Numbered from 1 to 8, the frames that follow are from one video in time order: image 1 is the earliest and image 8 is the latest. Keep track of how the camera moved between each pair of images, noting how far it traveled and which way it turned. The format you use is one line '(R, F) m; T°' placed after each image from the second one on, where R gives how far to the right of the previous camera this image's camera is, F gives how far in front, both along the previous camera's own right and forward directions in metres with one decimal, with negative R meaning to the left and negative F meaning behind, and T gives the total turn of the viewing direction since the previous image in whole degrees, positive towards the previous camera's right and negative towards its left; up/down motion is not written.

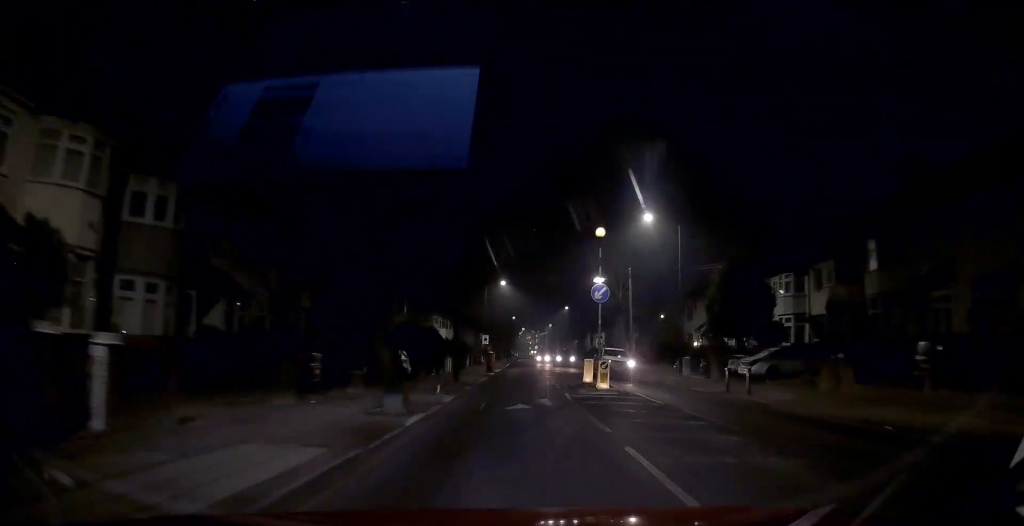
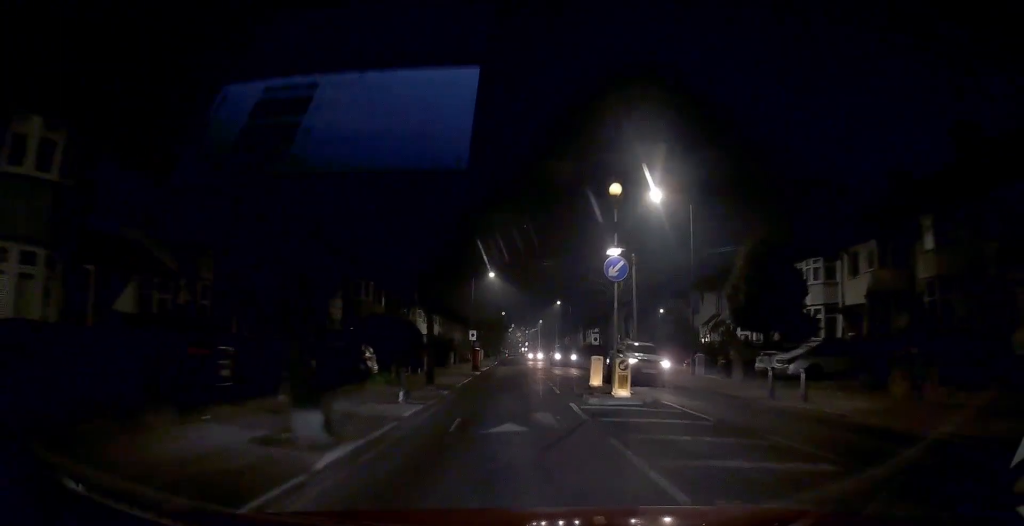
(0.0, +5.2) m; +1°
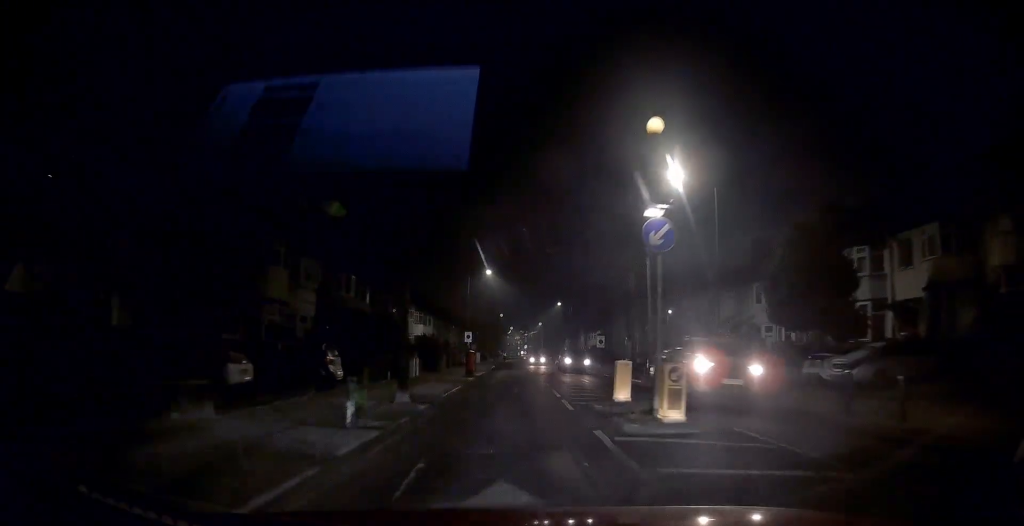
(+0.1, +4.7) m; +1°
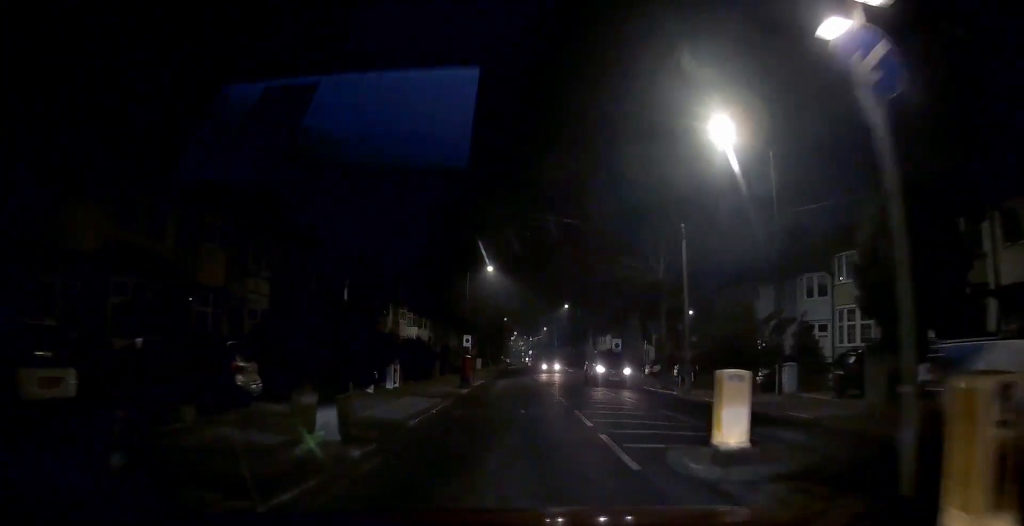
(+0.1, +6.9) m; 0°
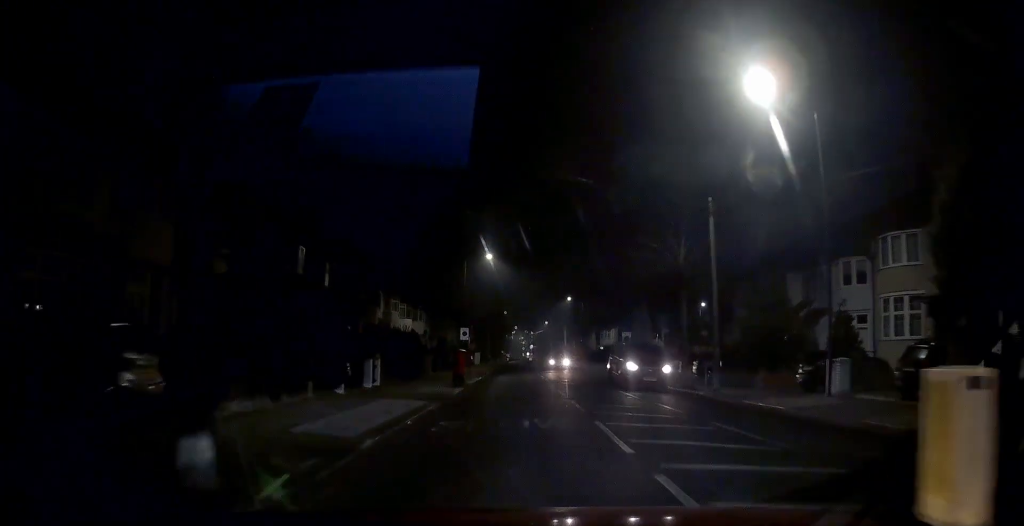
(0.0, +4.0) m; -1°
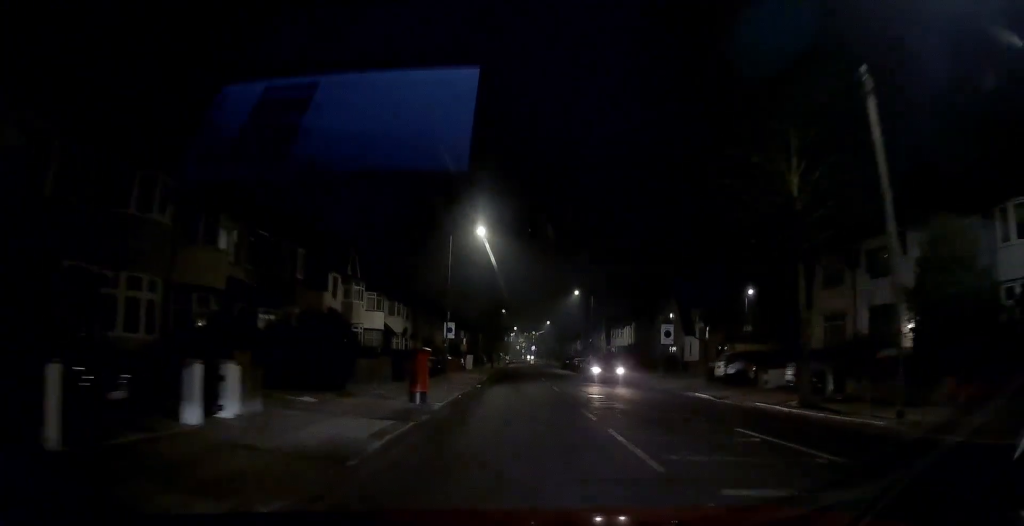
(-0.2, +12.5) m; 0°
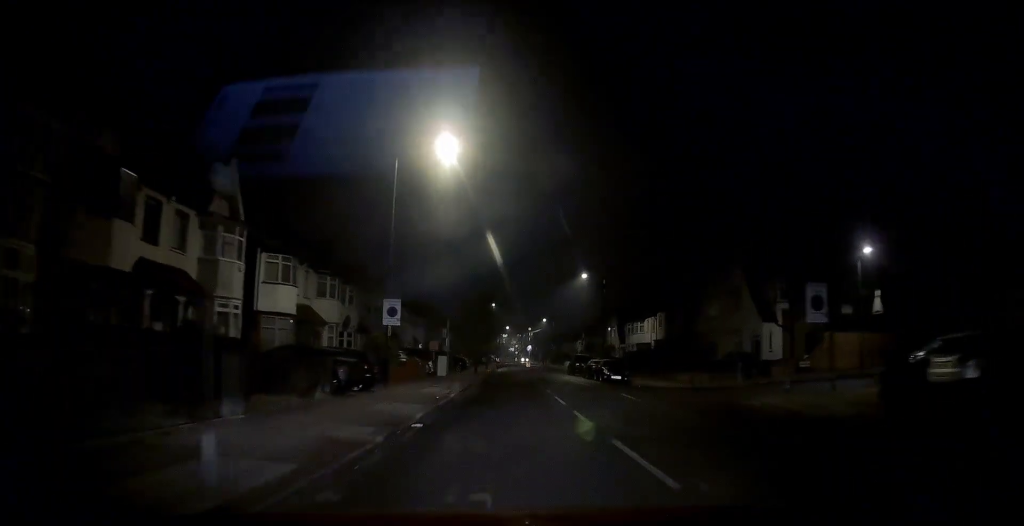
(+0.6, +17.6) m; +1°
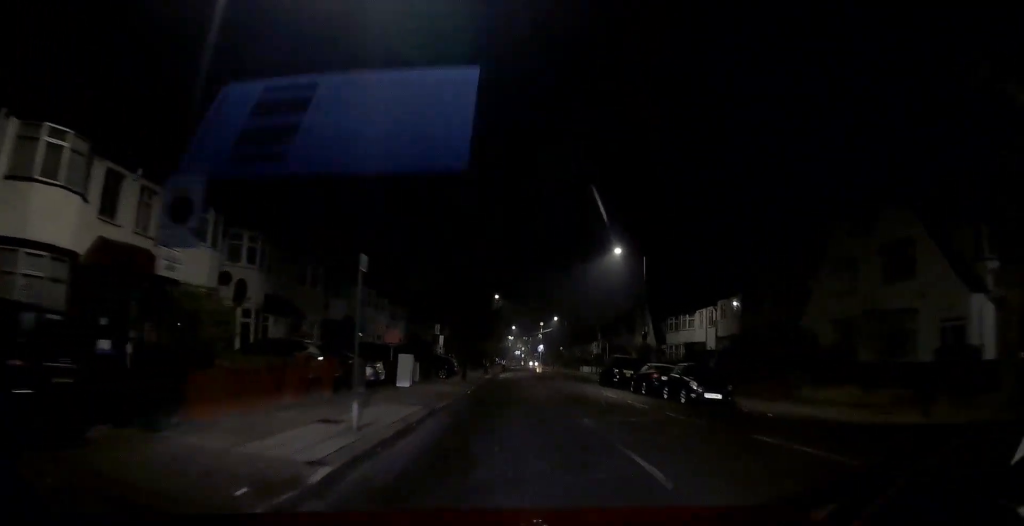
(0.0, +16.8) m; 0°
